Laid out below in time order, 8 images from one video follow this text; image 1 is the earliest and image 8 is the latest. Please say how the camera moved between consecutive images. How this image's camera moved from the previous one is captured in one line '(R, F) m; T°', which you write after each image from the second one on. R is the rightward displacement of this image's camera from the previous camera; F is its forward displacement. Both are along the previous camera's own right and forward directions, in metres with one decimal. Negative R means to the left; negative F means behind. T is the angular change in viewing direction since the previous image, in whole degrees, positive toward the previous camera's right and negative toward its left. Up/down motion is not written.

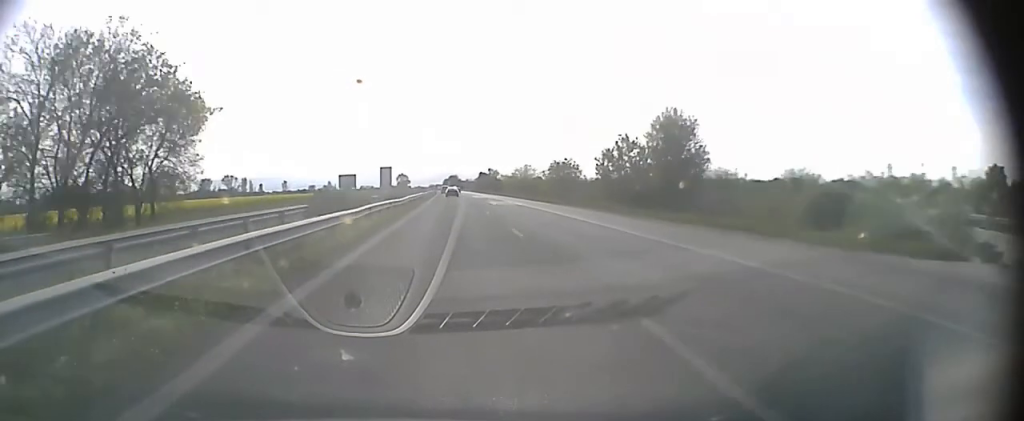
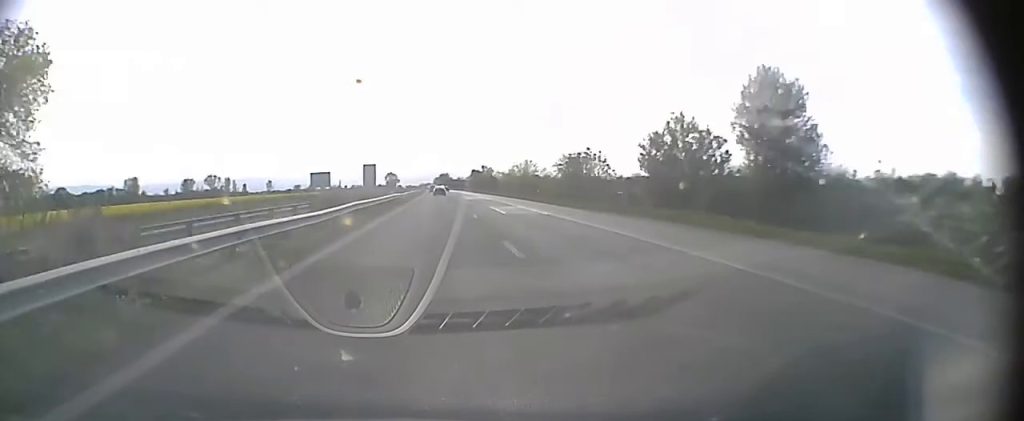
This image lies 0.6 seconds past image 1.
(0.0, +19.1) m; 0°
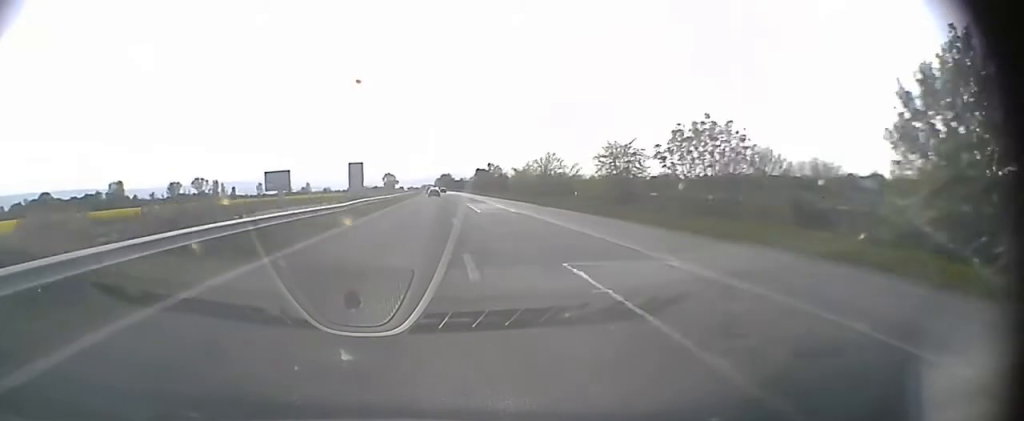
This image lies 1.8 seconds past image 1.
(+0.1, +38.2) m; 0°
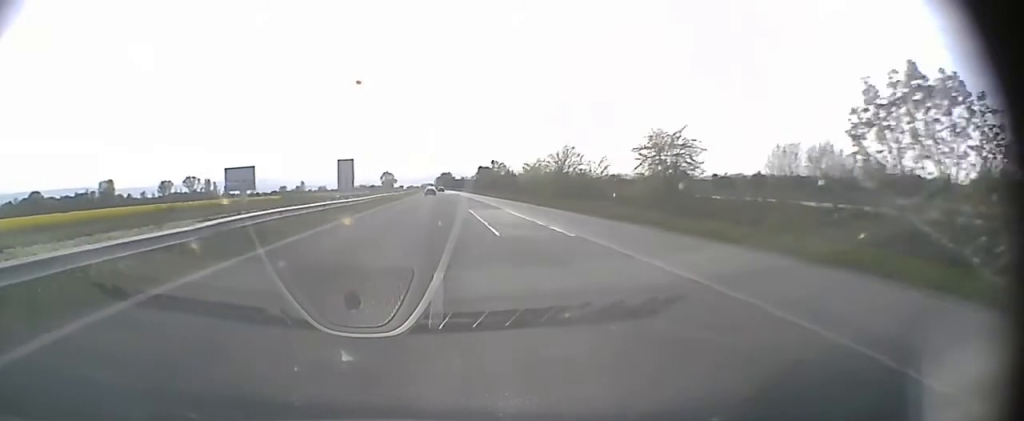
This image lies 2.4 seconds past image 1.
(+0.1, +19.1) m; 0°
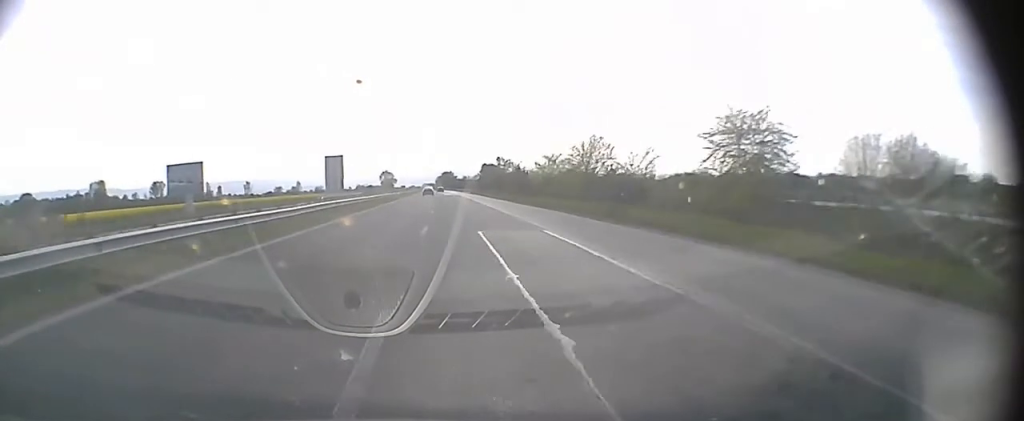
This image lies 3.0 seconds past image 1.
(0.0, +19.0) m; 0°
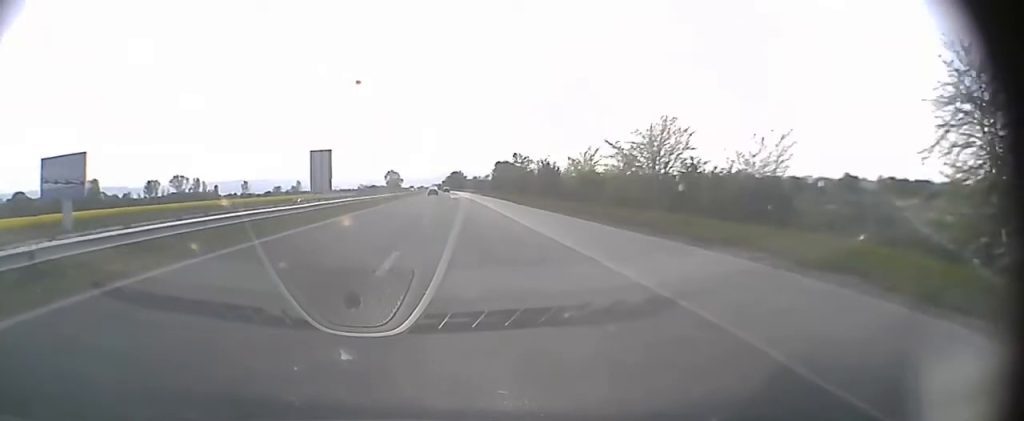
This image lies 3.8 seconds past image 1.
(-0.1, +25.3) m; 0°
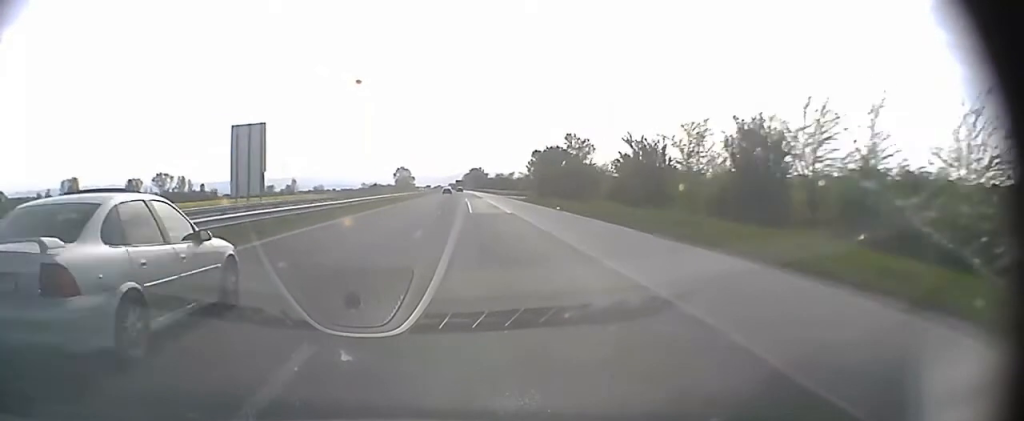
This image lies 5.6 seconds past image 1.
(-0.7, +56.3) m; -1°
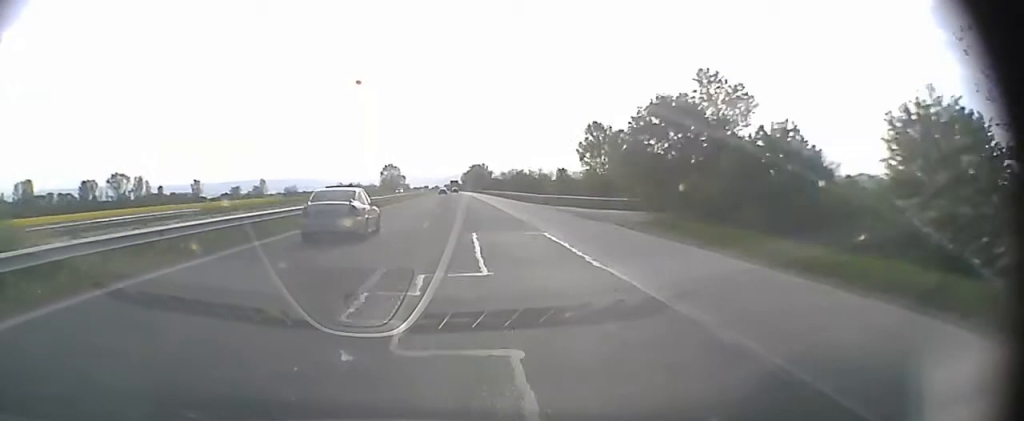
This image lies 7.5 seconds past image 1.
(-0.4, +58.5) m; -1°
